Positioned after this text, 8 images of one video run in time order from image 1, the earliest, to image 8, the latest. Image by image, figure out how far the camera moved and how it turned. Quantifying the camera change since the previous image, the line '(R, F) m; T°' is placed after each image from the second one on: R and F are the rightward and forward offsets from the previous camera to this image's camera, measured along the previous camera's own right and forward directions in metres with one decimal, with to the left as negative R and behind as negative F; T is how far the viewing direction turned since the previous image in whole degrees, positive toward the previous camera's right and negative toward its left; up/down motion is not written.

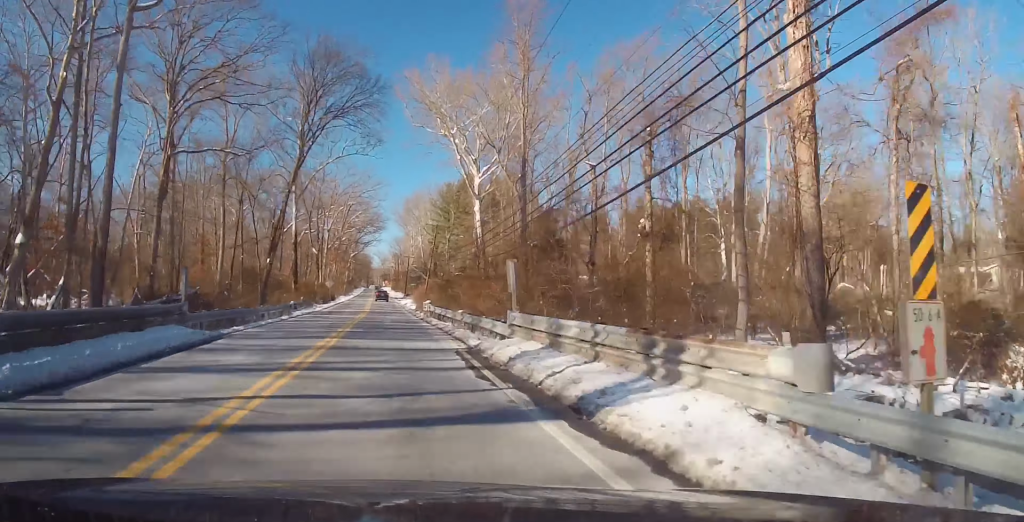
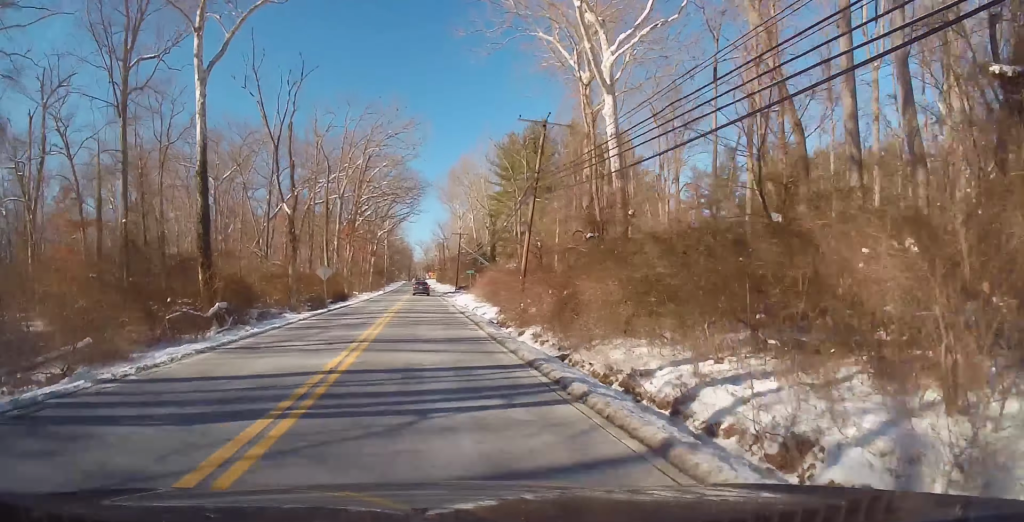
(-5.5, +38.9) m; -11°
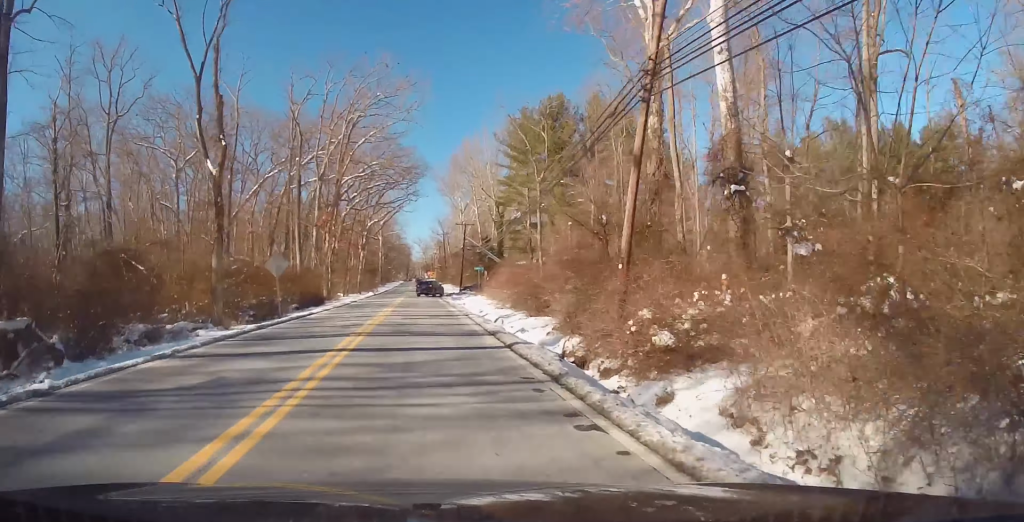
(-1.2, +14.1) m; -1°
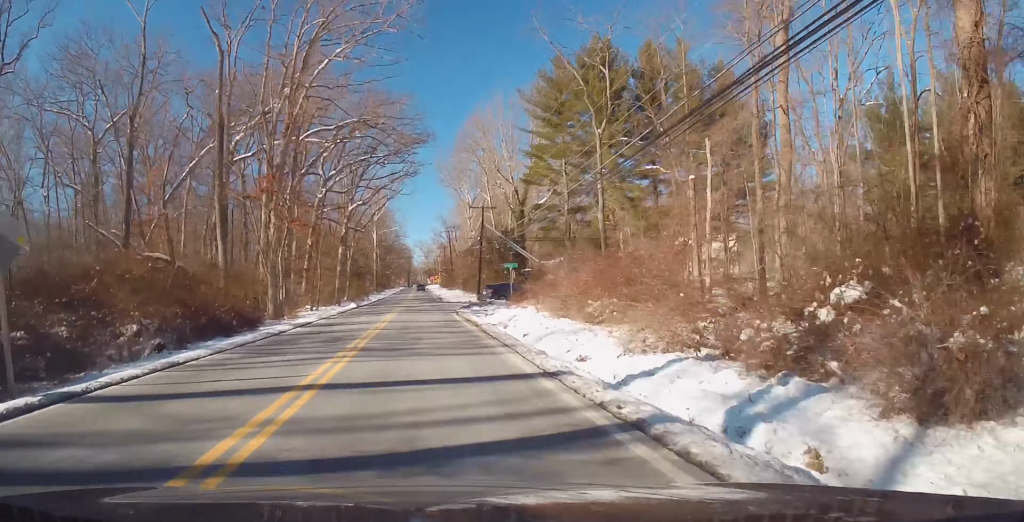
(+0.7, +19.3) m; +4°
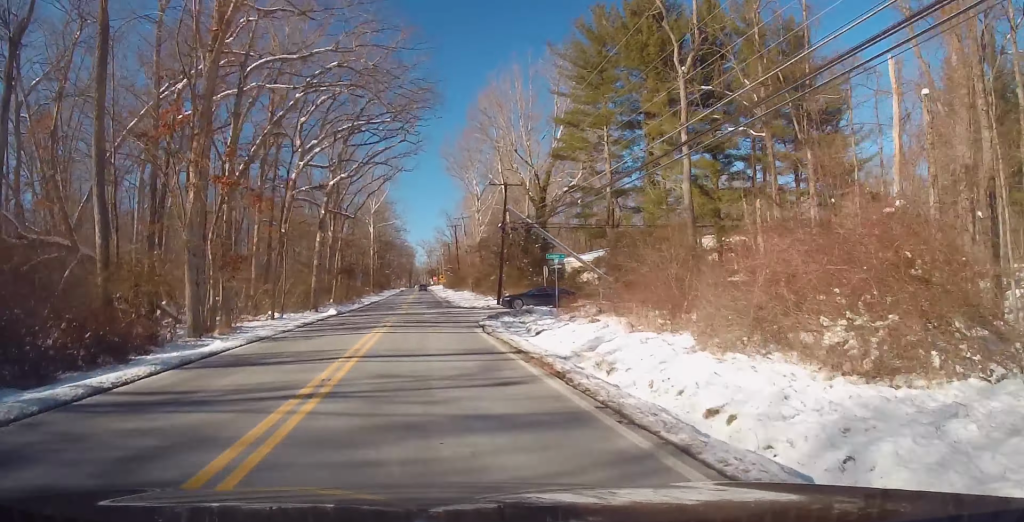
(+0.4, +11.4) m; +3°
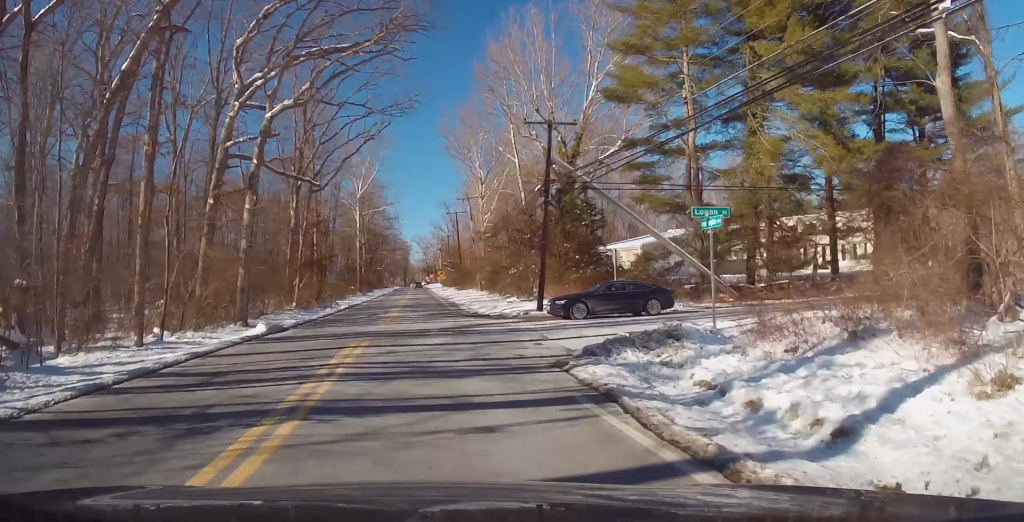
(+0.5, +12.5) m; +2°
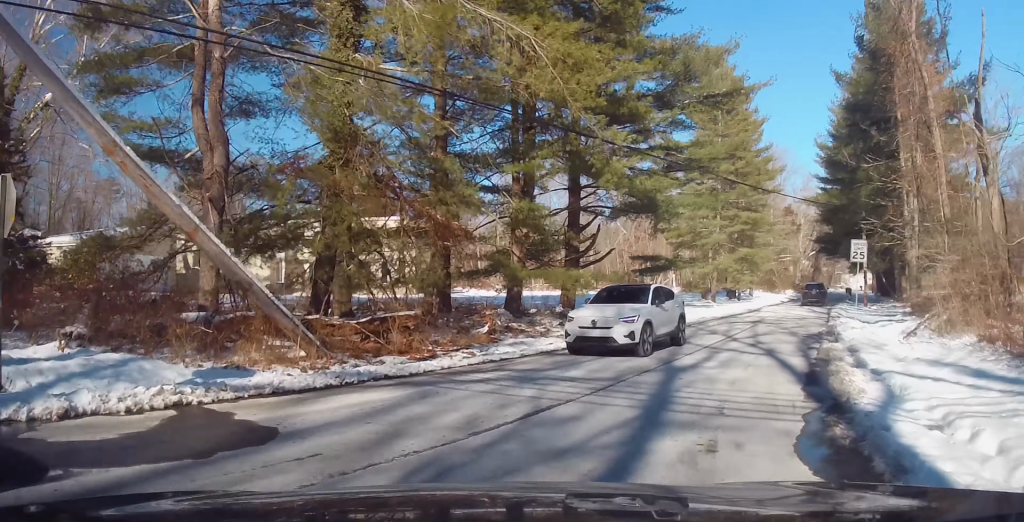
(+2.7, +13.3) m; +47°
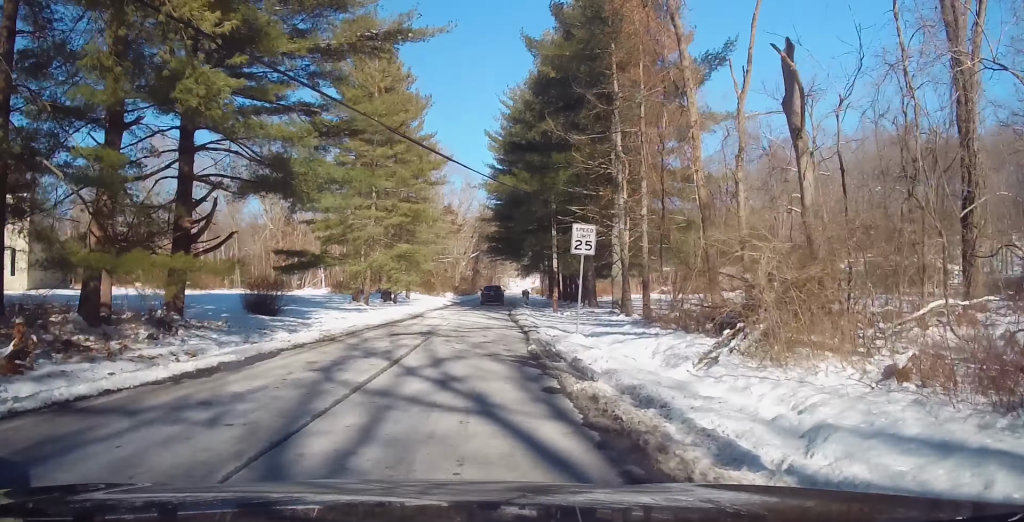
(+1.2, +4.2) m; +26°
